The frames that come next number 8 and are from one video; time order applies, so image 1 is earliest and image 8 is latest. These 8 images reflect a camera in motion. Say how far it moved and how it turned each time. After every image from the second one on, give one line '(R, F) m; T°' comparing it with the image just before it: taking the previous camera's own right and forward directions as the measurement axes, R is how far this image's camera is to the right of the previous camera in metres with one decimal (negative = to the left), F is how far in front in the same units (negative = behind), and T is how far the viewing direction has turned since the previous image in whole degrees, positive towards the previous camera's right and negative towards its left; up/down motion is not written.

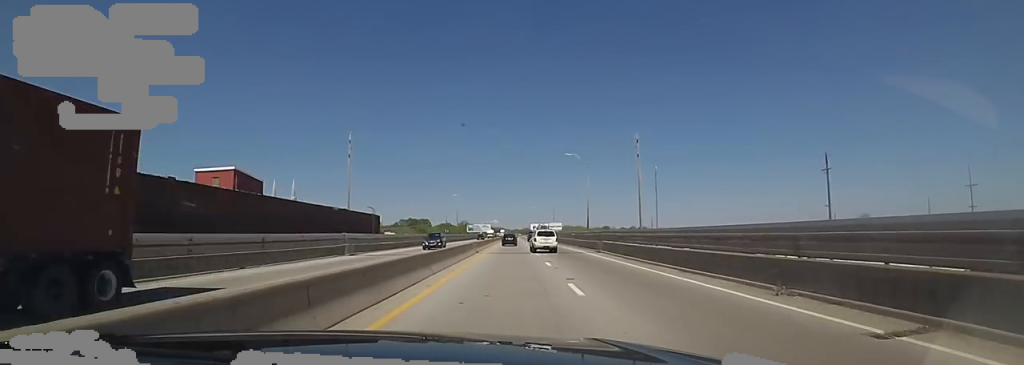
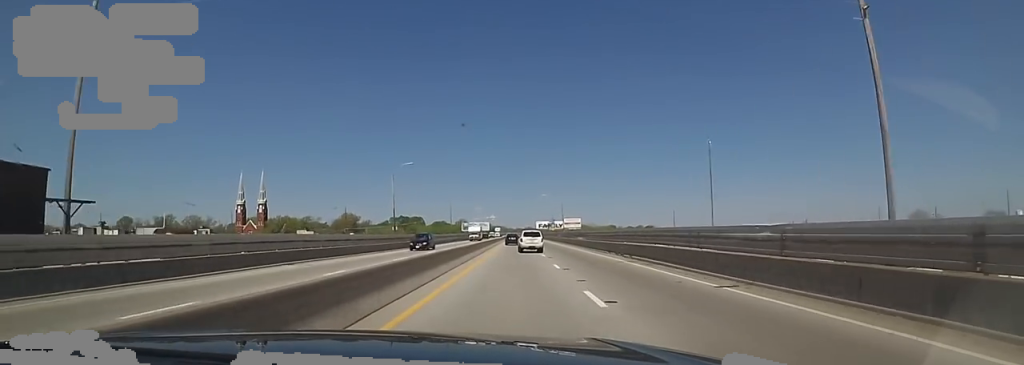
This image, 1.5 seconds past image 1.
(-0.2, +41.4) m; -1°
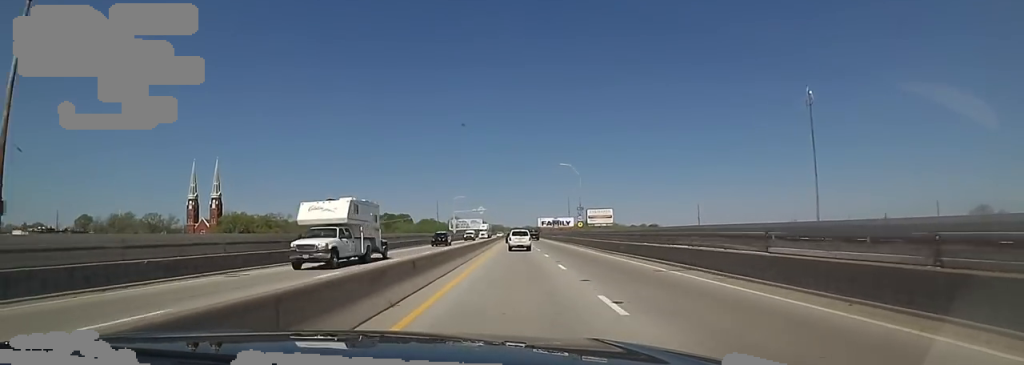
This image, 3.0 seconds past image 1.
(-1.6, +41.5) m; -3°
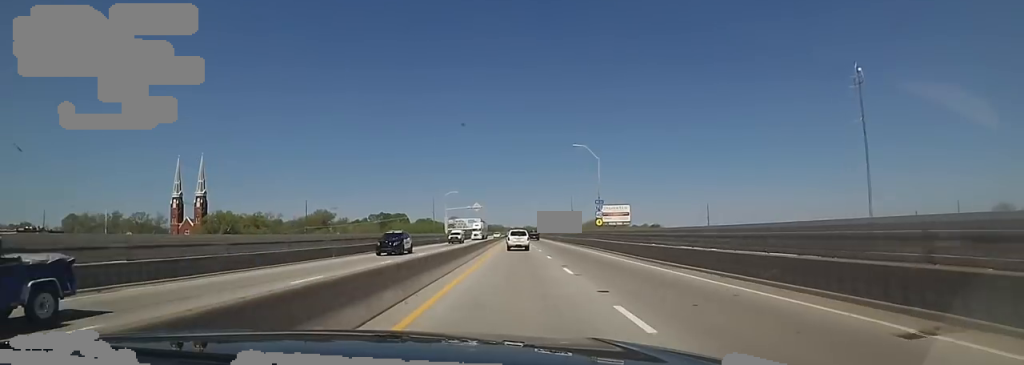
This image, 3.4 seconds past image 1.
(-0.3, +12.0) m; 0°
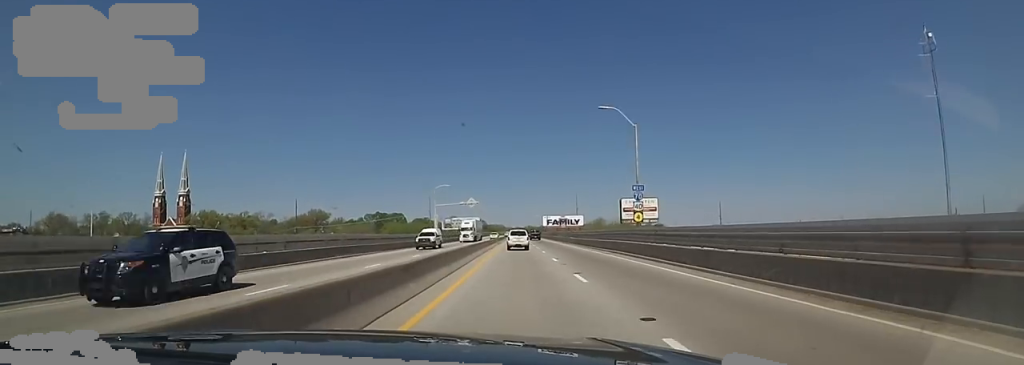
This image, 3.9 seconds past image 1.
(+0.6, +13.0) m; +1°
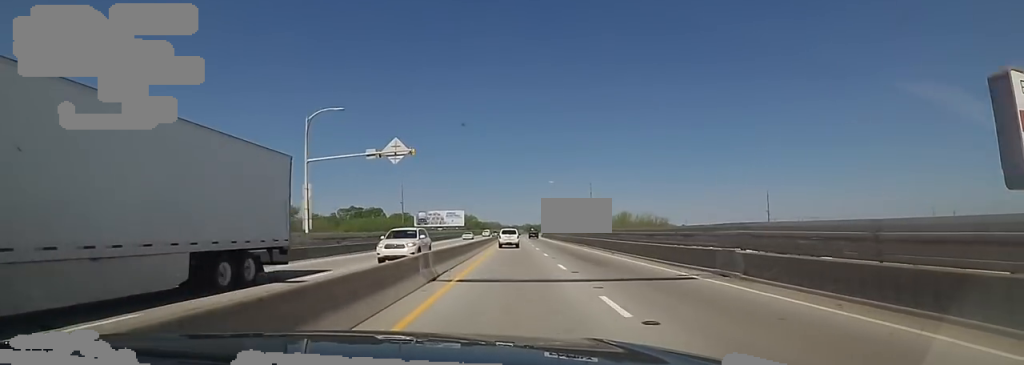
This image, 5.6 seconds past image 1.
(+1.0, +46.1) m; +1°
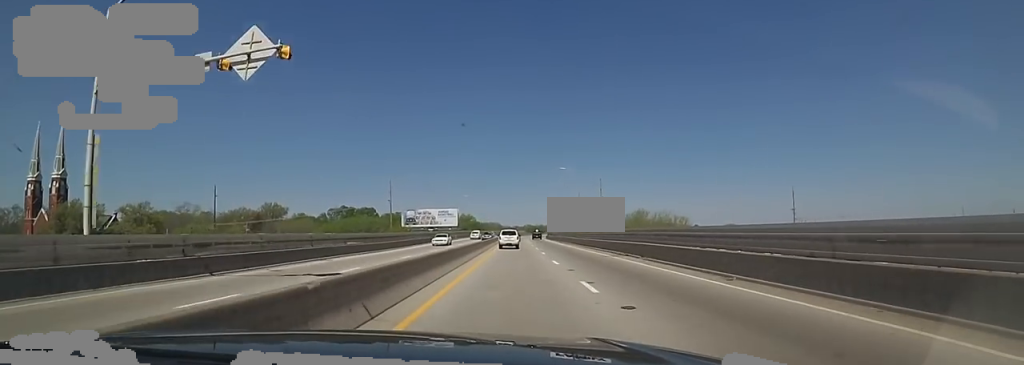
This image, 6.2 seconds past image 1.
(+0.2, +16.5) m; -2°
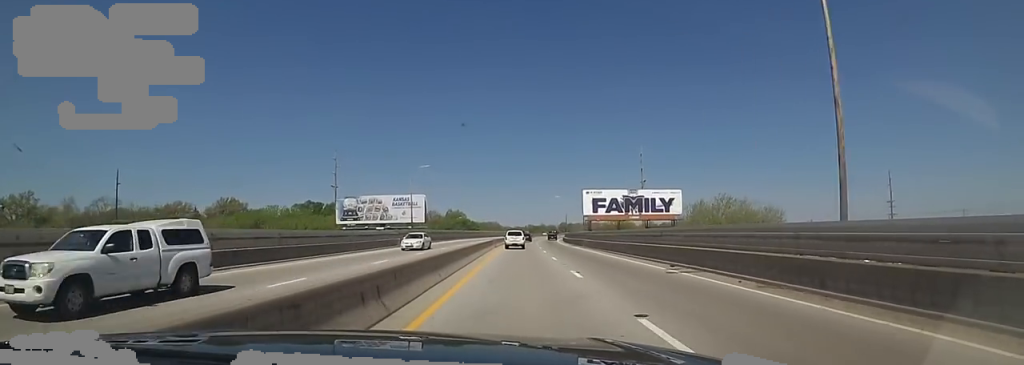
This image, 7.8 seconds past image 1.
(-0.5, +45.1) m; +2°
